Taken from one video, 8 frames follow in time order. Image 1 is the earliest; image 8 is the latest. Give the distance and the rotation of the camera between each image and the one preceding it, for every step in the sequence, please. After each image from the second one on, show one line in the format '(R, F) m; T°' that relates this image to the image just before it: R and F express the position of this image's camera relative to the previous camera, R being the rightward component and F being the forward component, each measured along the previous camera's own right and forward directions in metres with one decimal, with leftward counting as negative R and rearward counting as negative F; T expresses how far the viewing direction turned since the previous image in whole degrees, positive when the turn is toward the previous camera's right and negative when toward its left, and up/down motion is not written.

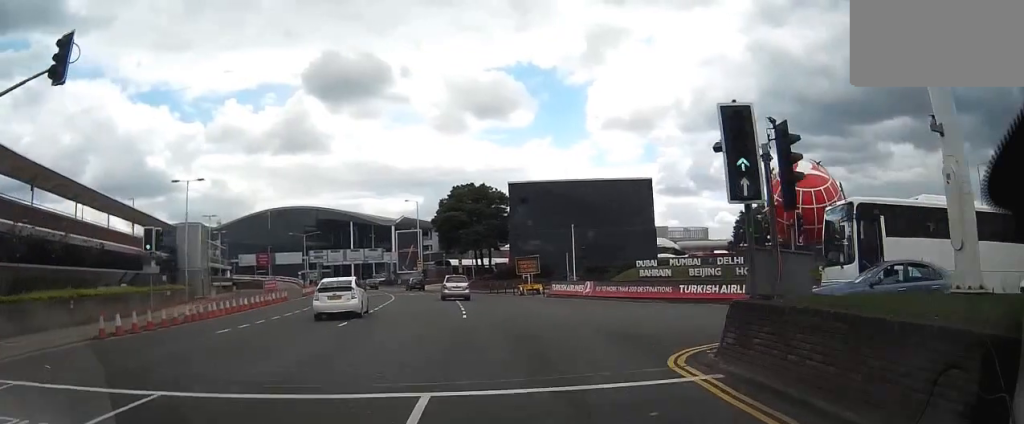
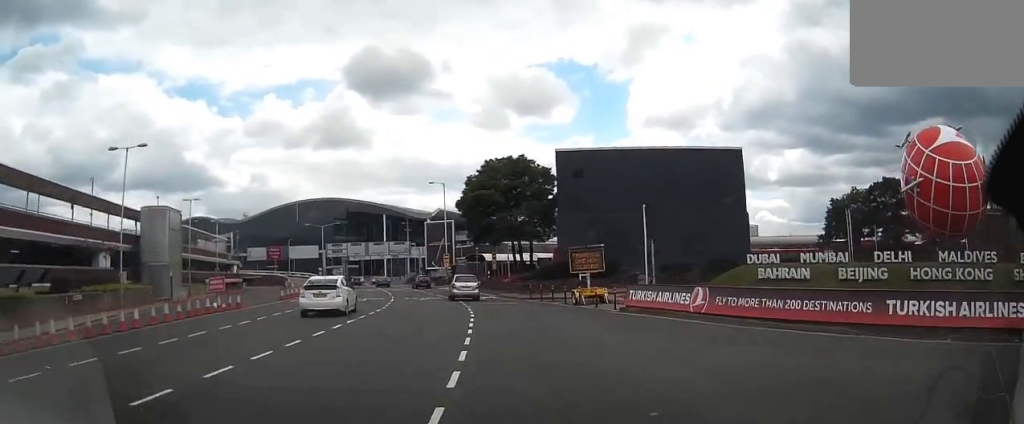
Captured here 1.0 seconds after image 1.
(-0.7, +14.3) m; -5°
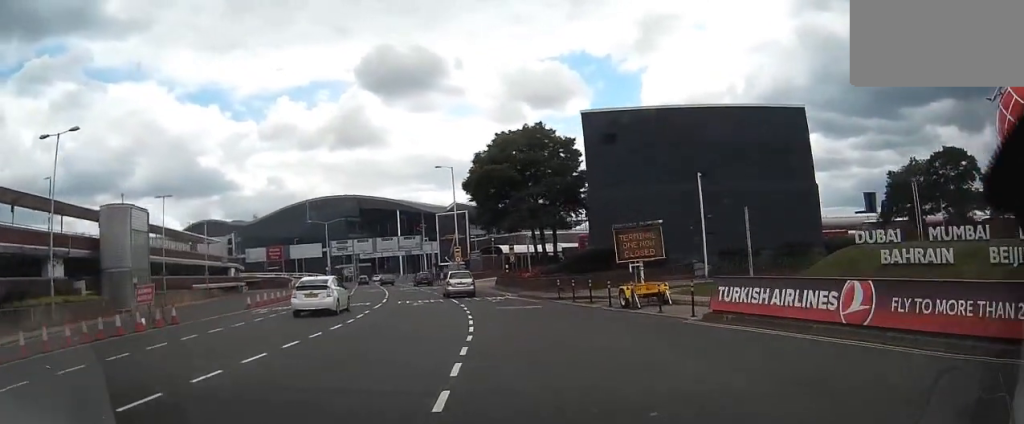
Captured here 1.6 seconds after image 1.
(-0.2, +8.7) m; -3°
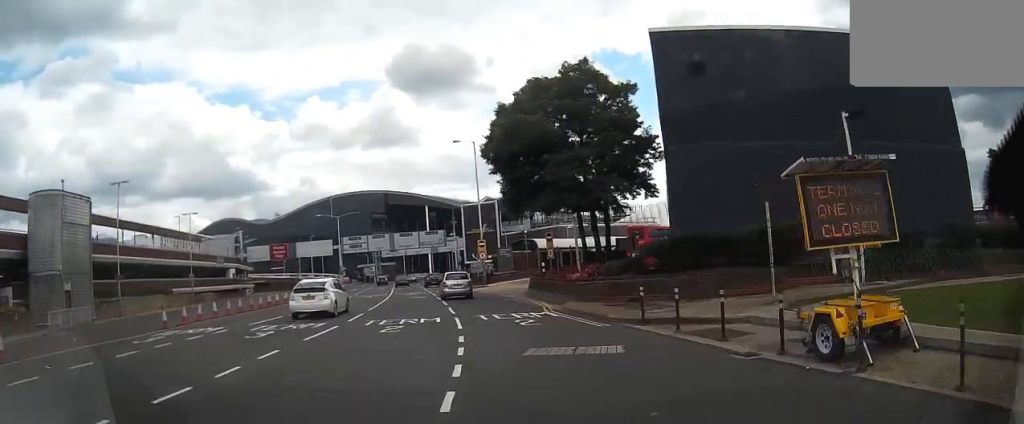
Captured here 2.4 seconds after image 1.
(-0.3, +12.2) m; -4°
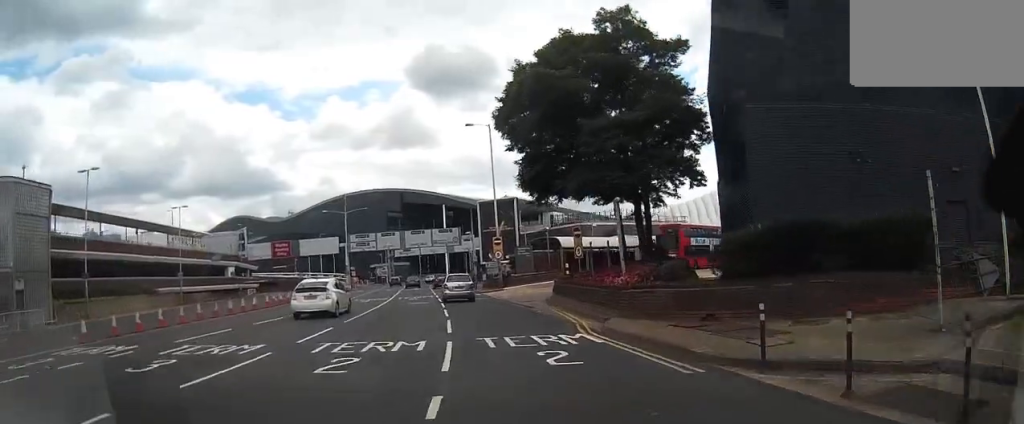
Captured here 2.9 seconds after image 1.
(-0.2, +6.3) m; -2°
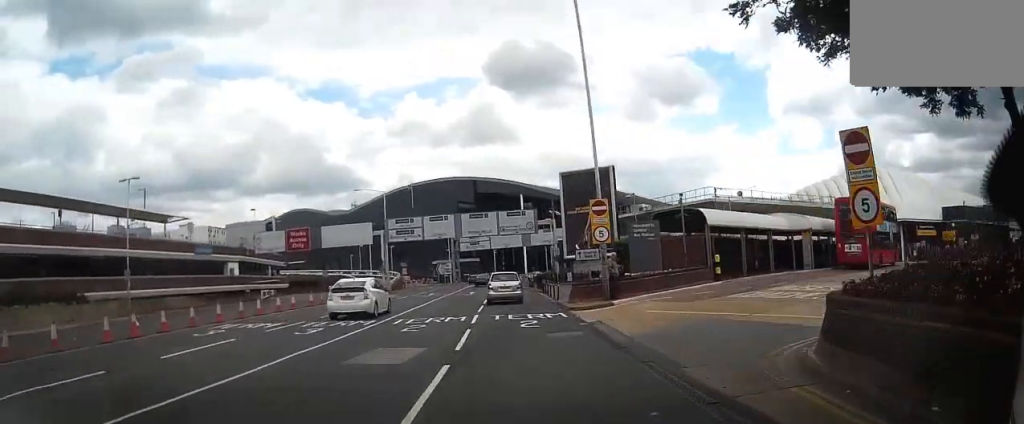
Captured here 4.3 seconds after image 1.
(-1.0, +20.3) m; -4°
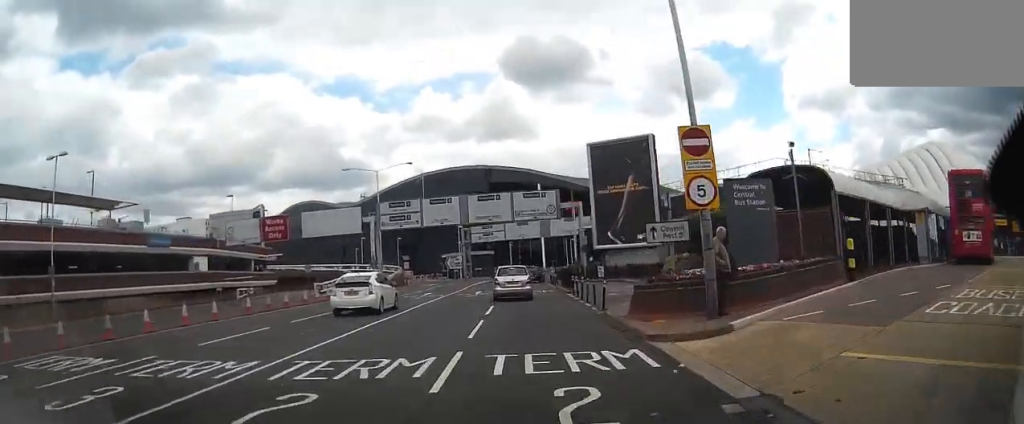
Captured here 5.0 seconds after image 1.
(0.0, +9.3) m; 0°
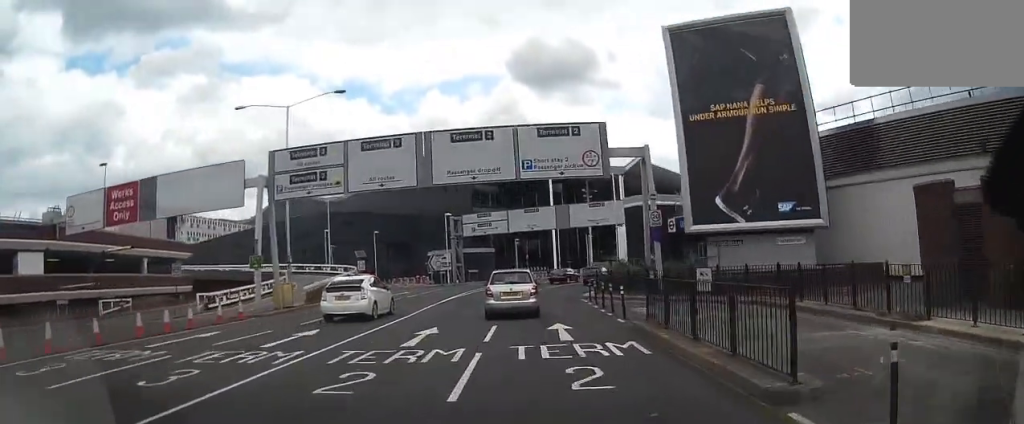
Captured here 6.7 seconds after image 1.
(+0.4, +19.8) m; +4°
